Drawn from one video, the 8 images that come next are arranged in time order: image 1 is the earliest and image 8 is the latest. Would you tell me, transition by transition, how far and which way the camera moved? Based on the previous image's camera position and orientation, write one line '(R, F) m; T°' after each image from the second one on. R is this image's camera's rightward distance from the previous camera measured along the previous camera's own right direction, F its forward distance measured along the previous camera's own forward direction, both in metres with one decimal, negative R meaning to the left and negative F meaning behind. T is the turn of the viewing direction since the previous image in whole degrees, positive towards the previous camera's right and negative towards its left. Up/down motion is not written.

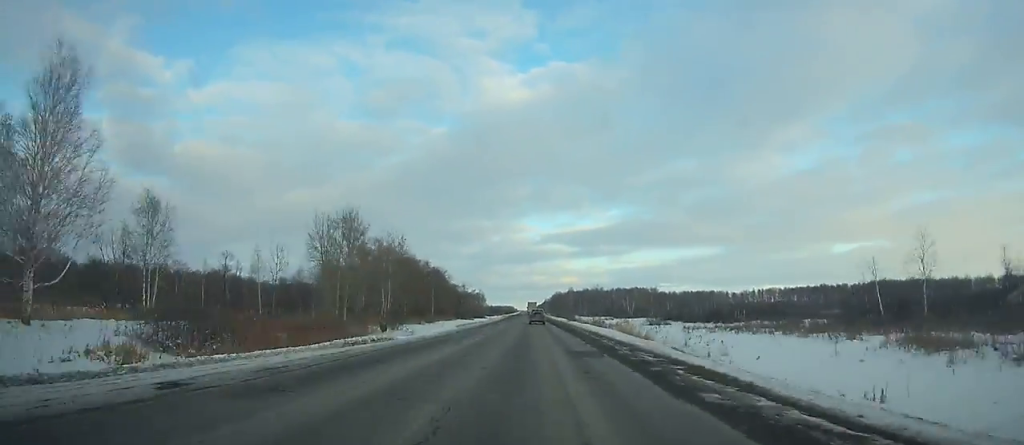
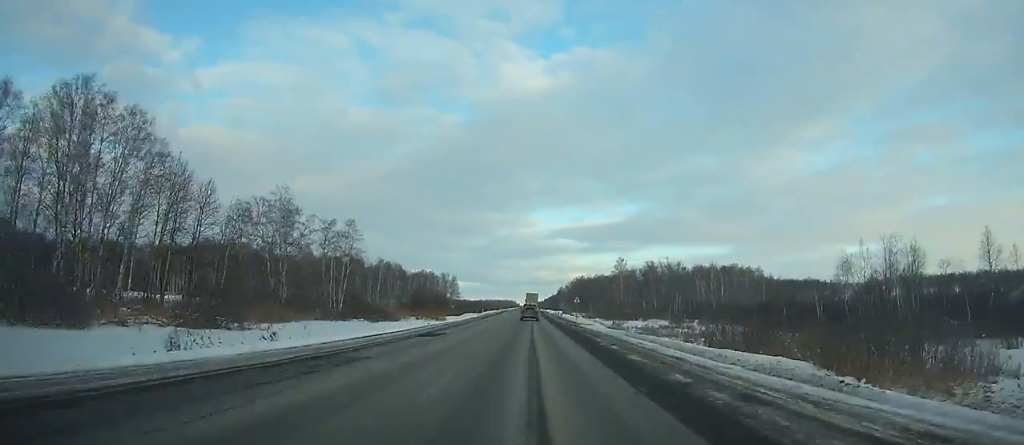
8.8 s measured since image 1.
(-1.2, +236.1) m; -1°
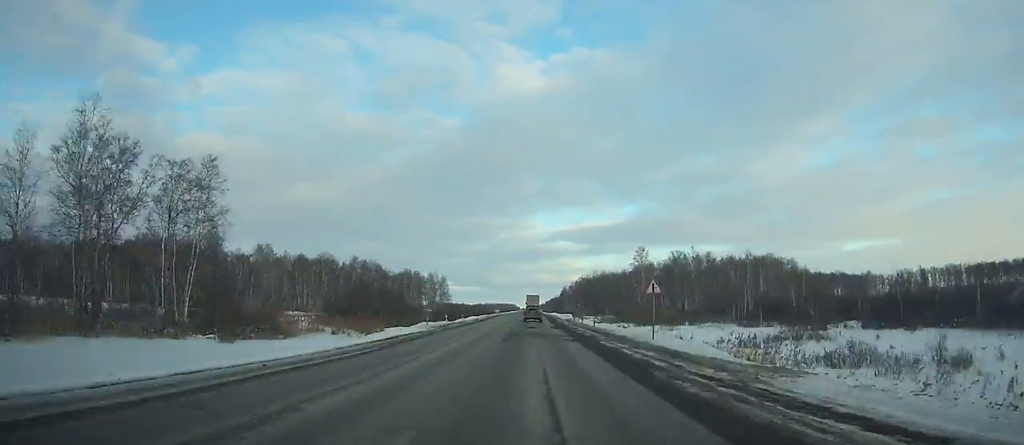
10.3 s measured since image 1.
(-0.1, +40.2) m; 0°
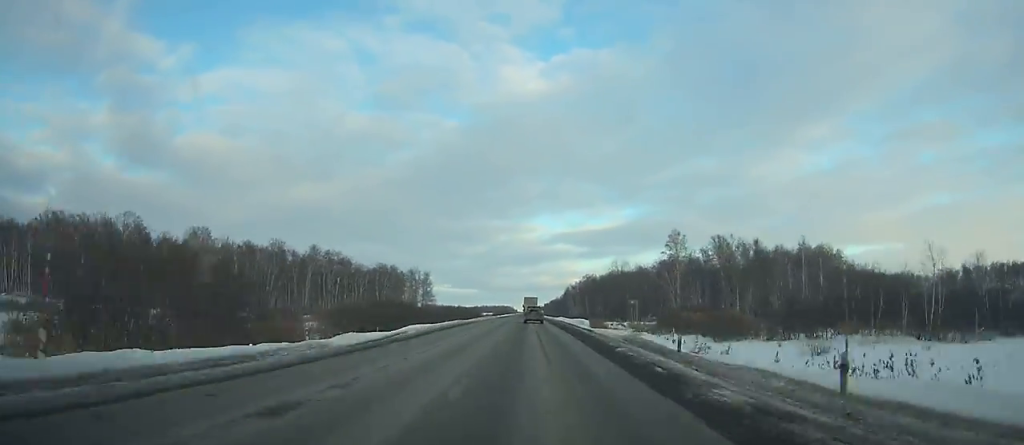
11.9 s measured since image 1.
(0.0, +42.8) m; 0°
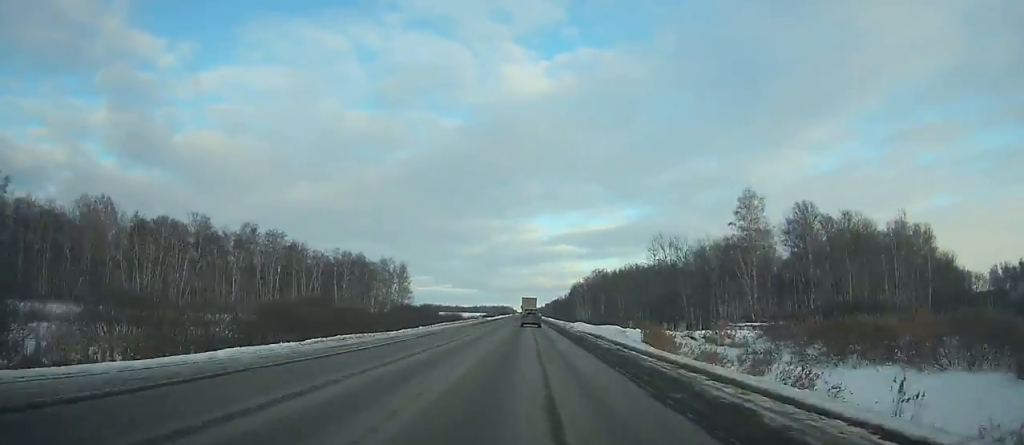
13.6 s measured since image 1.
(0.0, +45.3) m; 0°
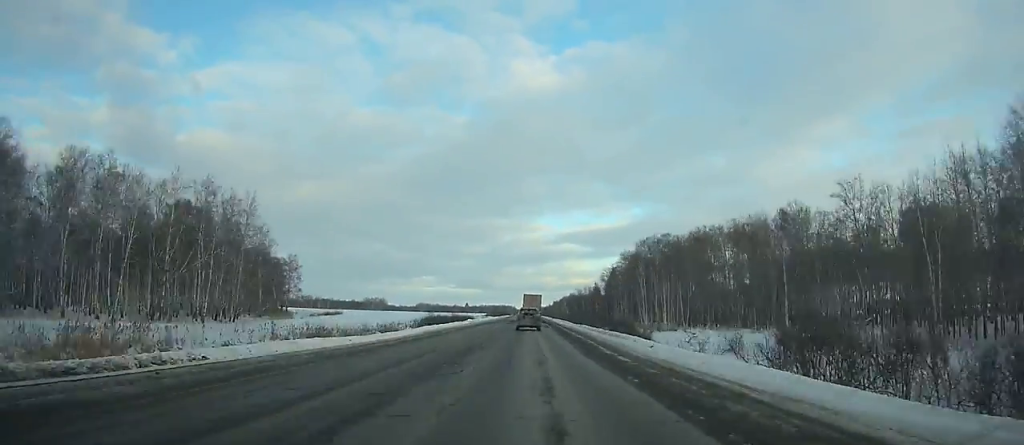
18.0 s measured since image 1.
(-0.1, +115.6) m; 0°
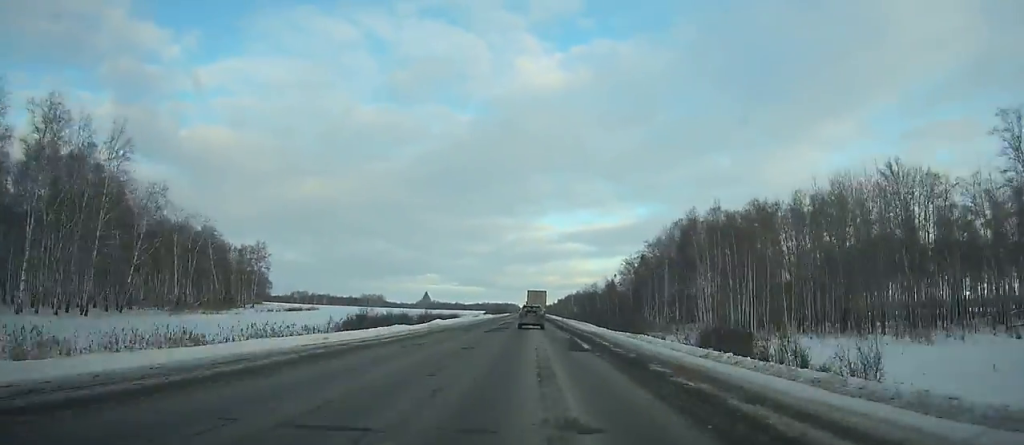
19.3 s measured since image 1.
(-0.1, +33.7) m; 0°
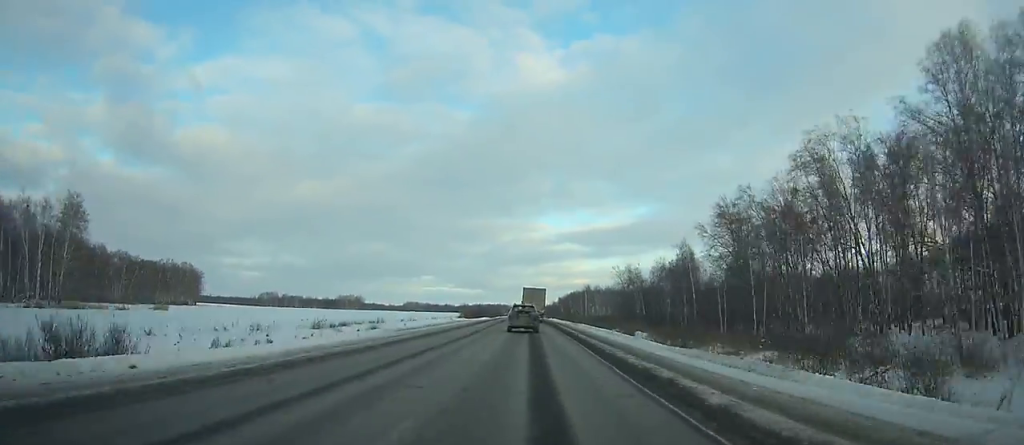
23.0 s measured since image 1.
(+0.1, +94.6) m; 0°
